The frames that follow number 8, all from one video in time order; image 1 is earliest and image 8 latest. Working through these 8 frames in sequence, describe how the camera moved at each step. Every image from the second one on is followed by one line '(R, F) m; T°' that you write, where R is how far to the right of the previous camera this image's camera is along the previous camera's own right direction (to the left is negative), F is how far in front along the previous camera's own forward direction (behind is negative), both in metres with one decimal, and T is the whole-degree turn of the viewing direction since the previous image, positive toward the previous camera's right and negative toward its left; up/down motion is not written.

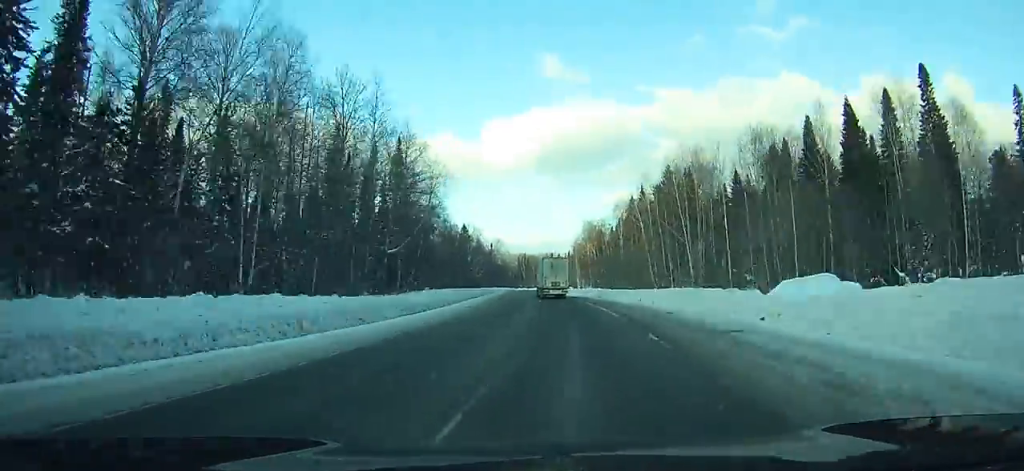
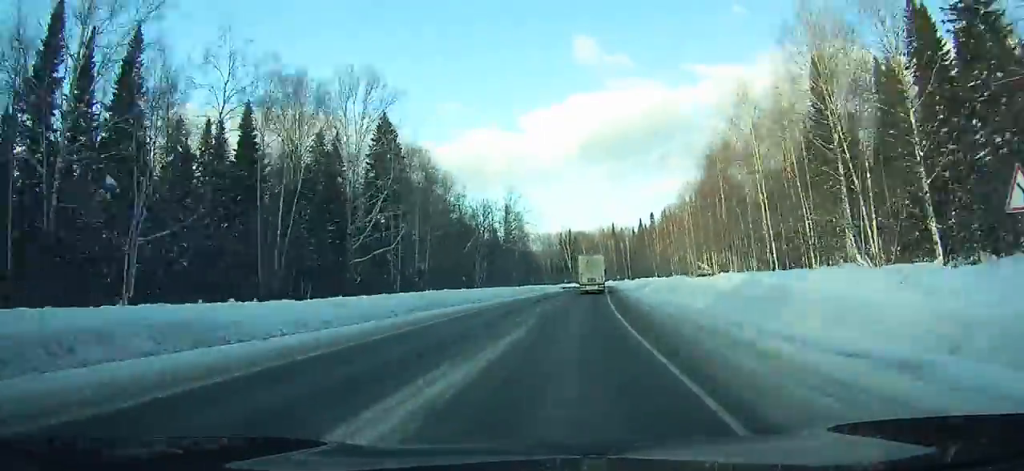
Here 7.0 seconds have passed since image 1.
(-9.2, +146.0) m; -4°
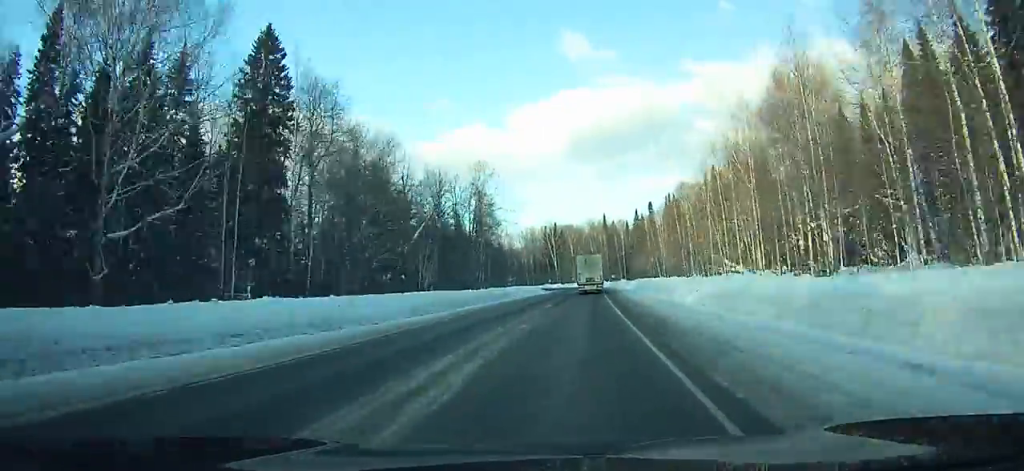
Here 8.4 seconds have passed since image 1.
(+0.5, +28.7) m; +1°
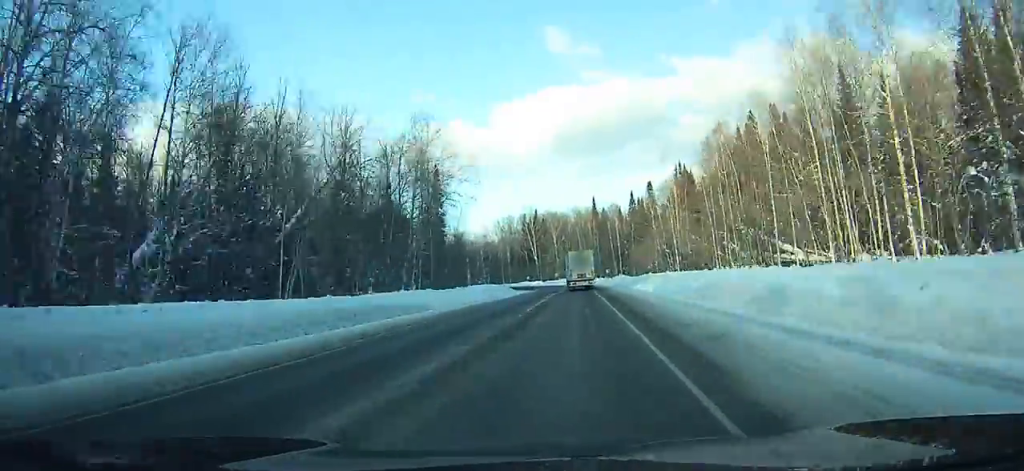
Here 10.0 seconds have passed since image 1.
(+0.3, +32.4) m; 0°
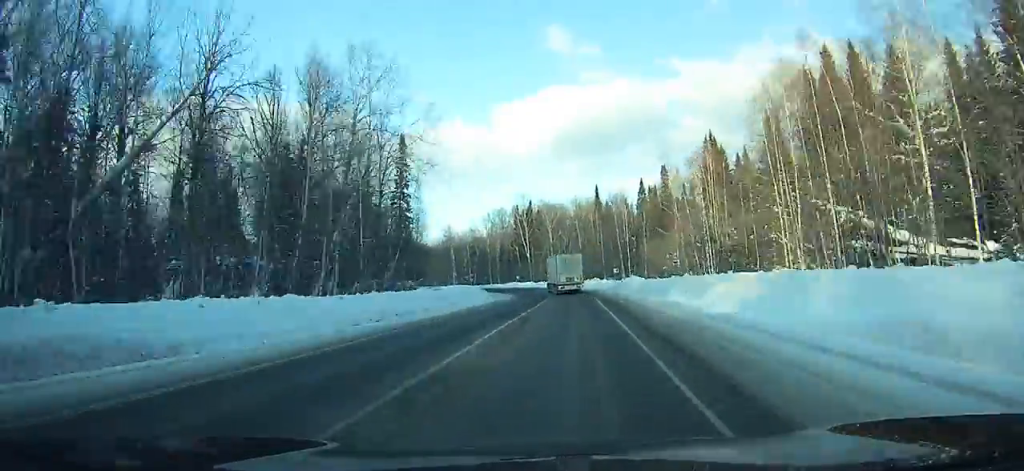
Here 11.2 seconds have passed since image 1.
(+0.4, +23.7) m; -1°
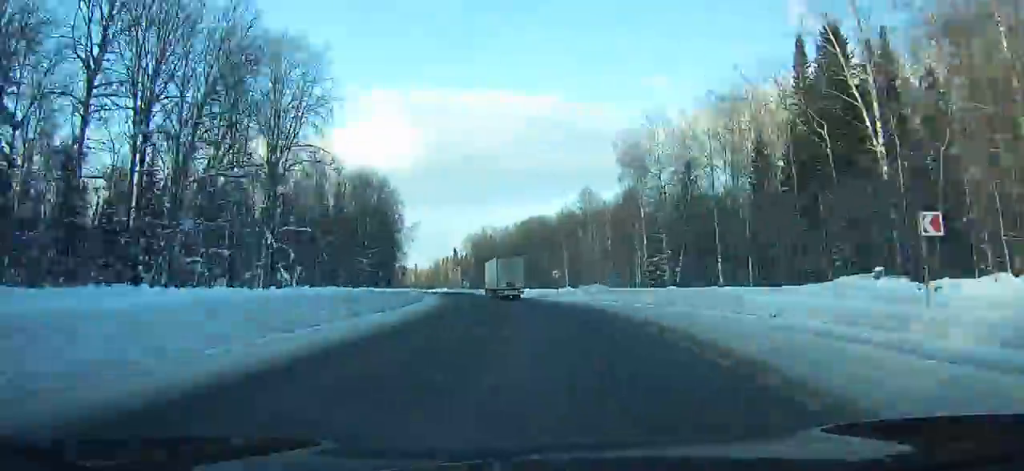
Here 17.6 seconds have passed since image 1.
(-16.7, +120.5) m; -20°
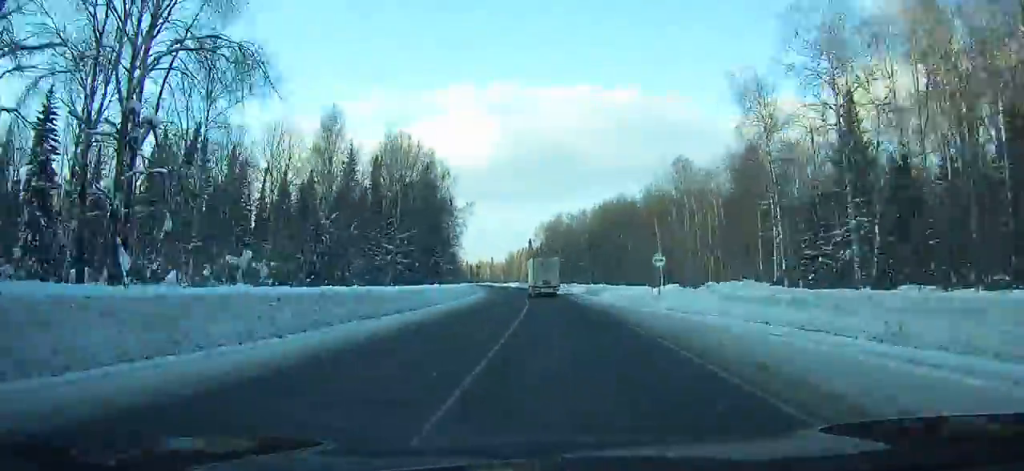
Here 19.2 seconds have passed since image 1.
(-1.7, +30.8) m; -6°
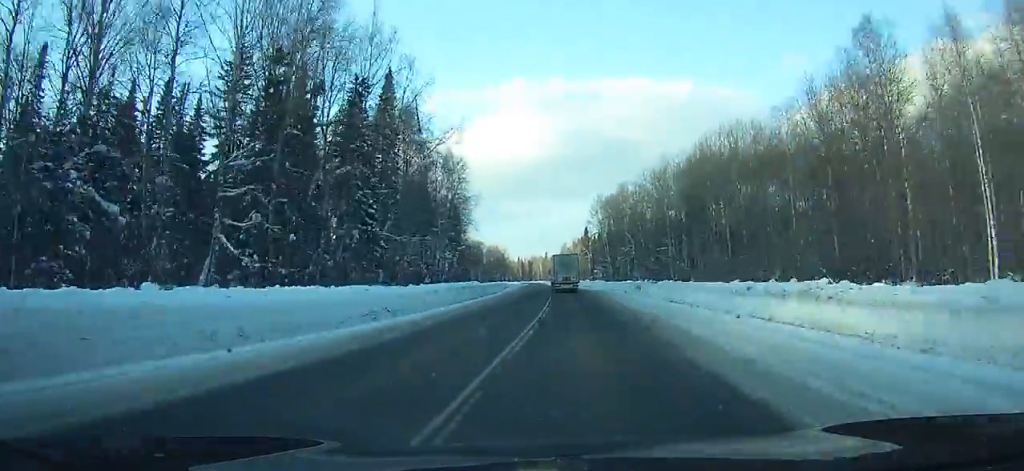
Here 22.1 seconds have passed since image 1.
(-4.8, +57.4) m; -8°
